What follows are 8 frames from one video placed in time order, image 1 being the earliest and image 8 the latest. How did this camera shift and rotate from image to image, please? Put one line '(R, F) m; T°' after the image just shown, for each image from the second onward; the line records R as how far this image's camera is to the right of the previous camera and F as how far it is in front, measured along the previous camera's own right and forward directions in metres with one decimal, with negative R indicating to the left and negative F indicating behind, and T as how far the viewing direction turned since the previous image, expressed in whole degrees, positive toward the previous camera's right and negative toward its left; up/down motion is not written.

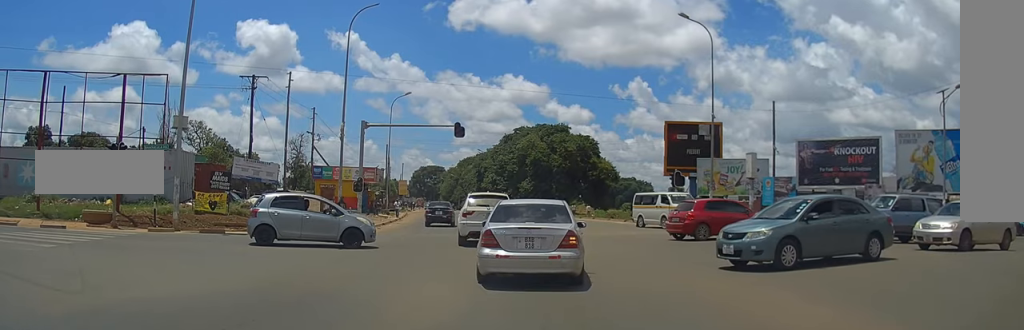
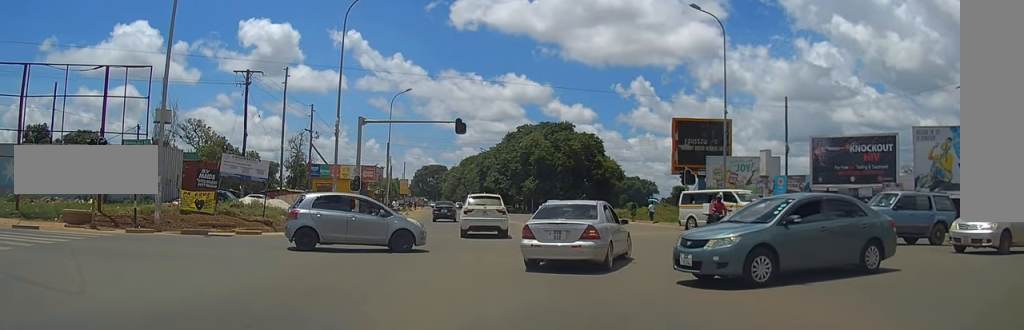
(+0.1, +1.7) m; 0°
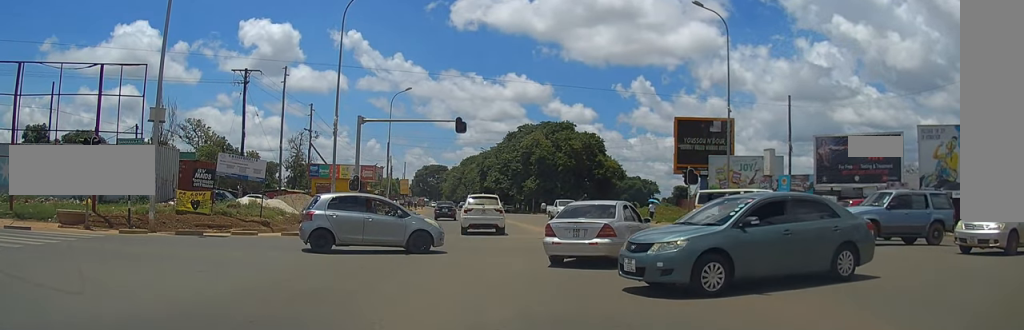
(0.0, +0.5) m; 0°
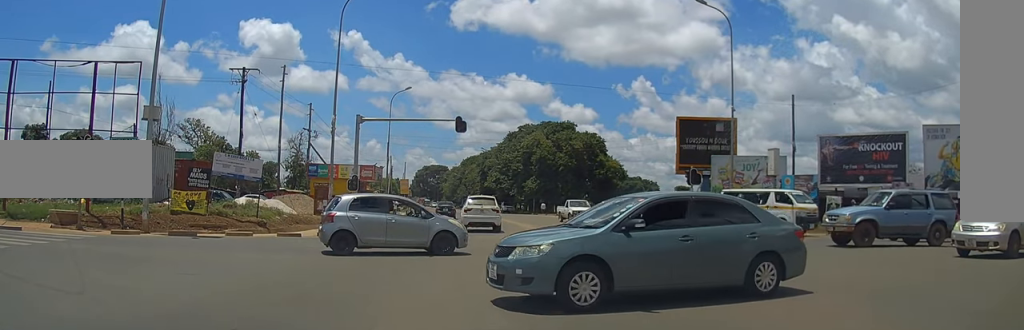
(+0.1, +0.5) m; 0°
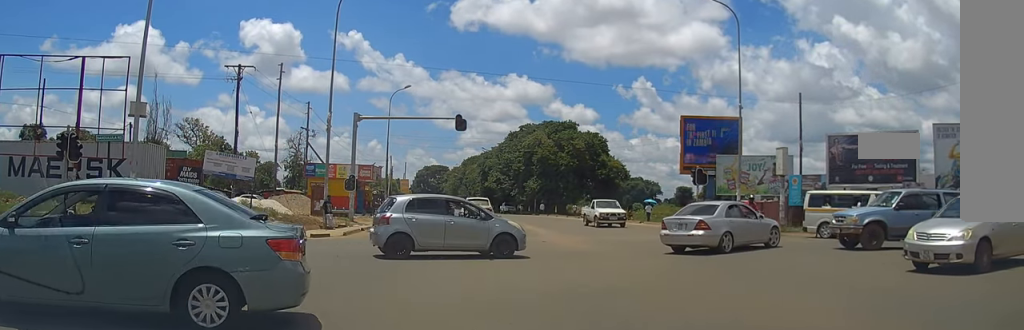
(+0.3, +0.9) m; 0°
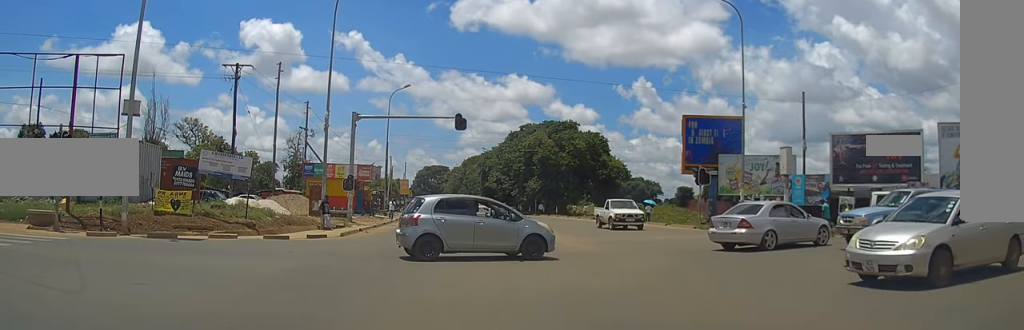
(+0.1, +0.4) m; 0°
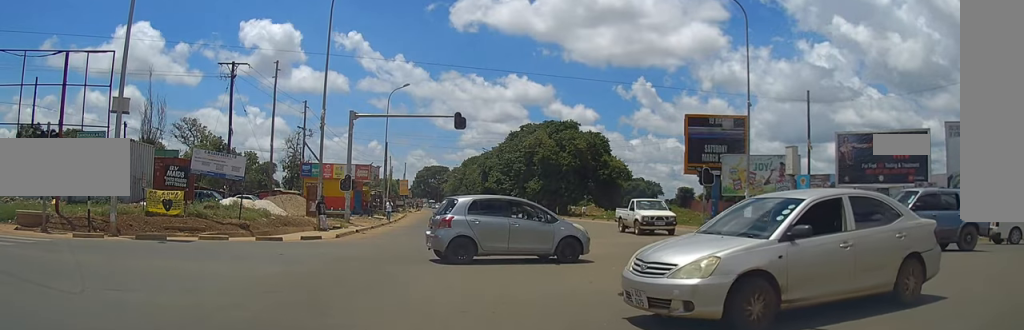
(+0.2, +0.6) m; 0°
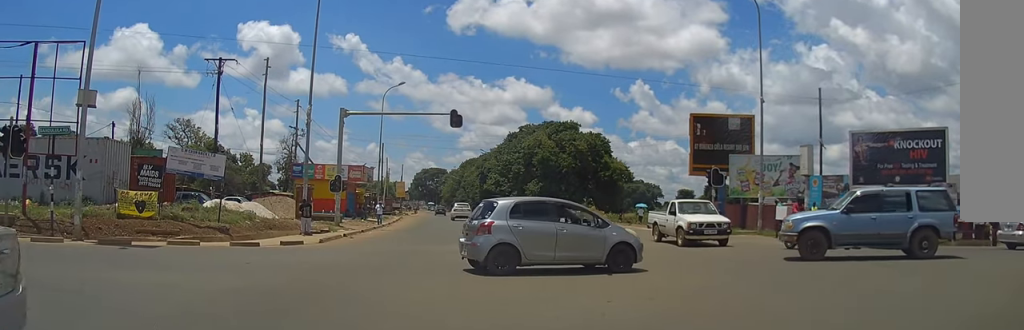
(+0.3, +1.6) m; 0°
